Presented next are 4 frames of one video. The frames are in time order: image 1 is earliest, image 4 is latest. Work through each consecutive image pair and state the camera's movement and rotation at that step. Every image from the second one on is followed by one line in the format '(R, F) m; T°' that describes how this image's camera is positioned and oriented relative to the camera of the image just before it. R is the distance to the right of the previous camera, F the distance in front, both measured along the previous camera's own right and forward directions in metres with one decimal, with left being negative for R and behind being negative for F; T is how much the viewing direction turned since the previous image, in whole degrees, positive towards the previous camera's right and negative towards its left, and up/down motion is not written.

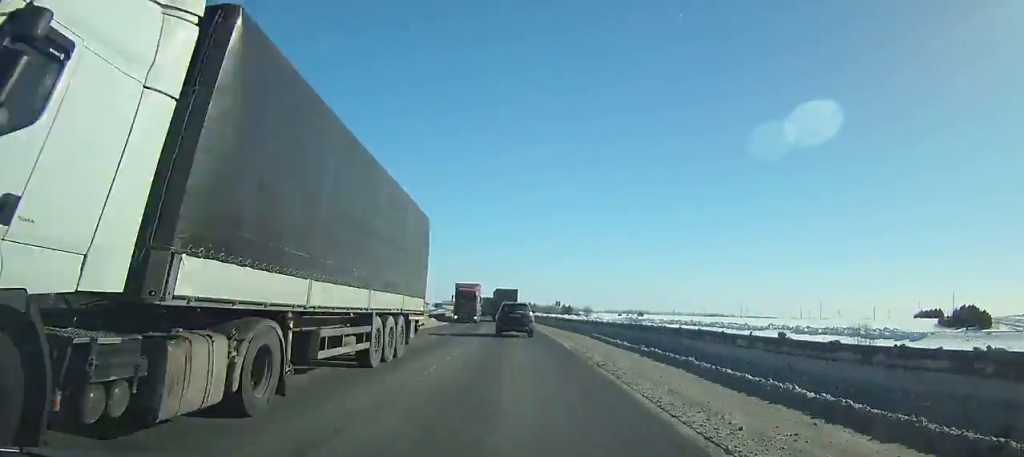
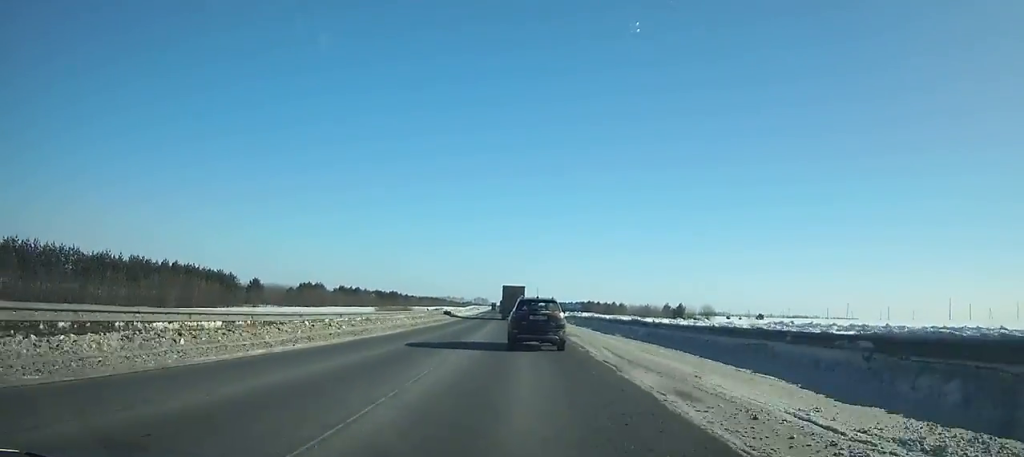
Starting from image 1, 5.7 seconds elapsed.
(-4.9, +102.7) m; -6°
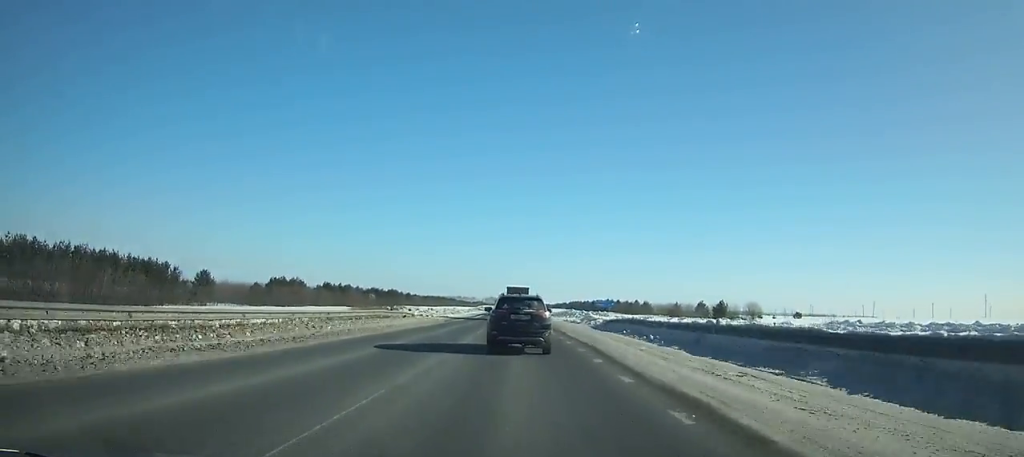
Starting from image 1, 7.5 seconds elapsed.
(-0.7, +31.7) m; -1°
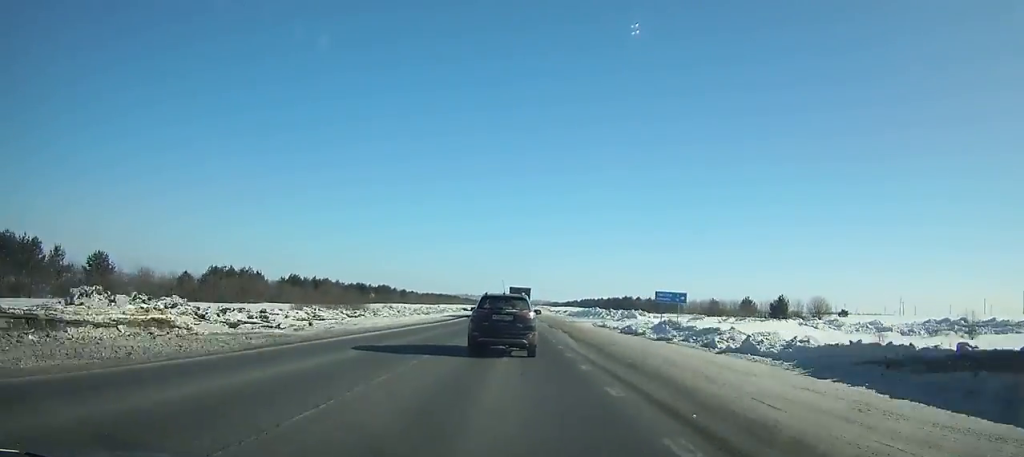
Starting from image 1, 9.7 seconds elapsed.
(-0.5, +38.4) m; -1°
